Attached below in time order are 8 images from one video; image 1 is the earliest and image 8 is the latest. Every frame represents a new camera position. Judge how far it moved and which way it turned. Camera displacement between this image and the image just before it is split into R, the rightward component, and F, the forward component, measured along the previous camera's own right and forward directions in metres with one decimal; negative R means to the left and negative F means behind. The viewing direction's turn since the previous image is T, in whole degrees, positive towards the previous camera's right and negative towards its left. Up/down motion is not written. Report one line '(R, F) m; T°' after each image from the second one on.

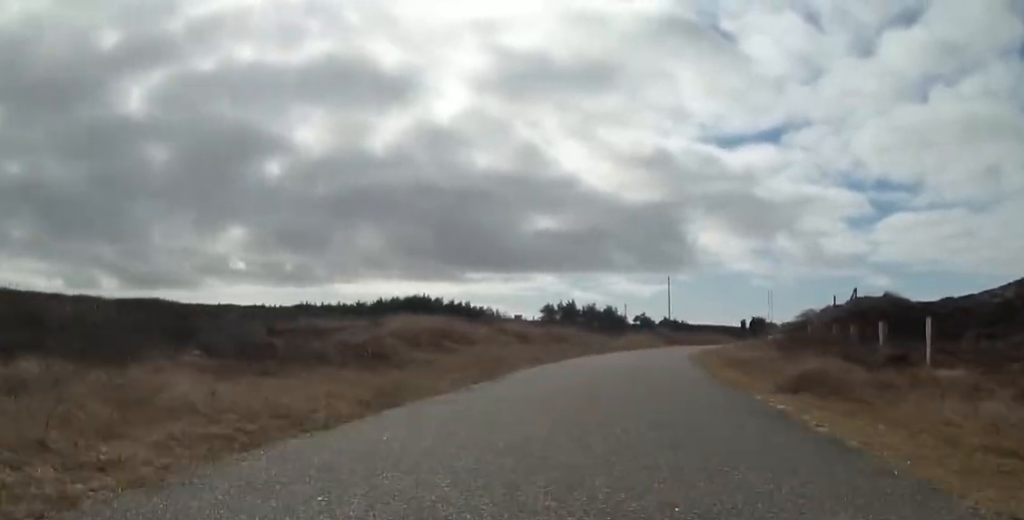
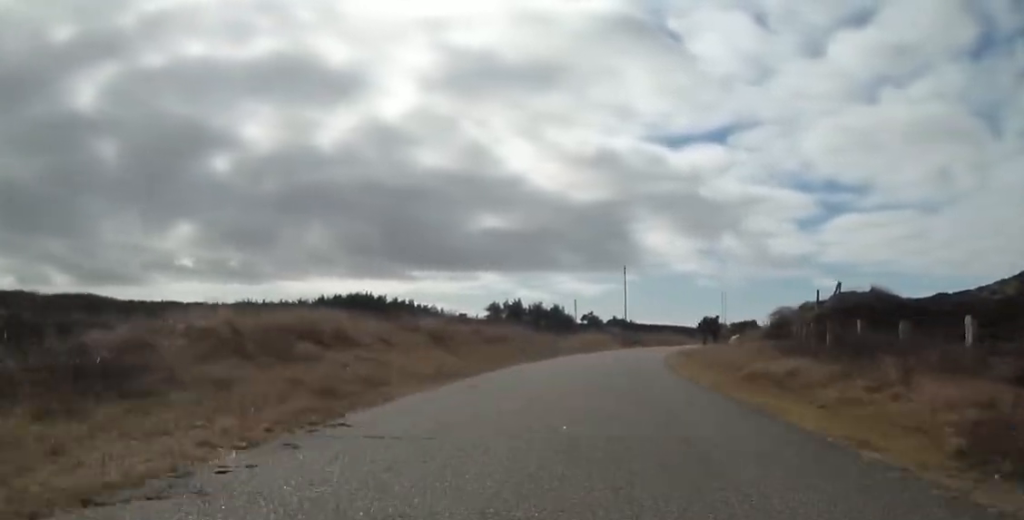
(0.0, +5.3) m; +6°
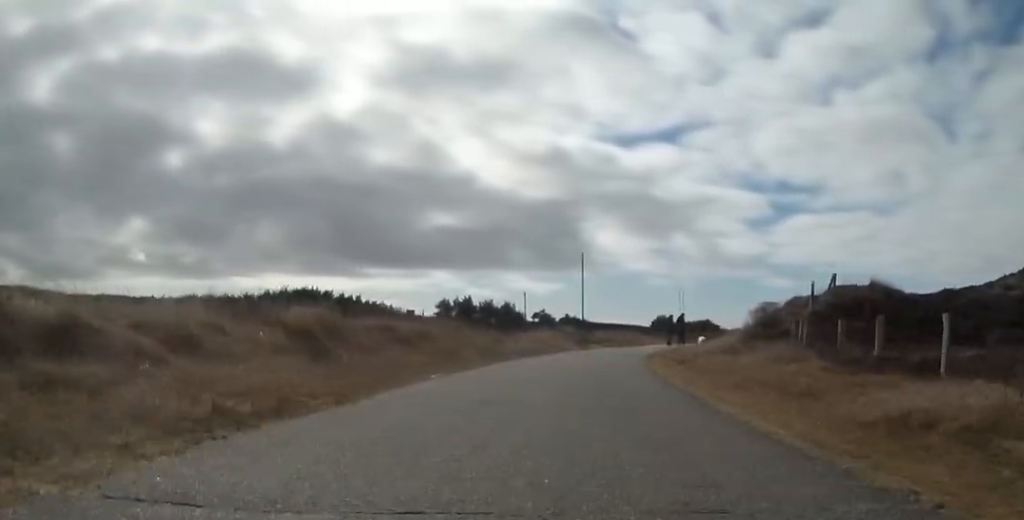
(+0.6, +5.4) m; 0°
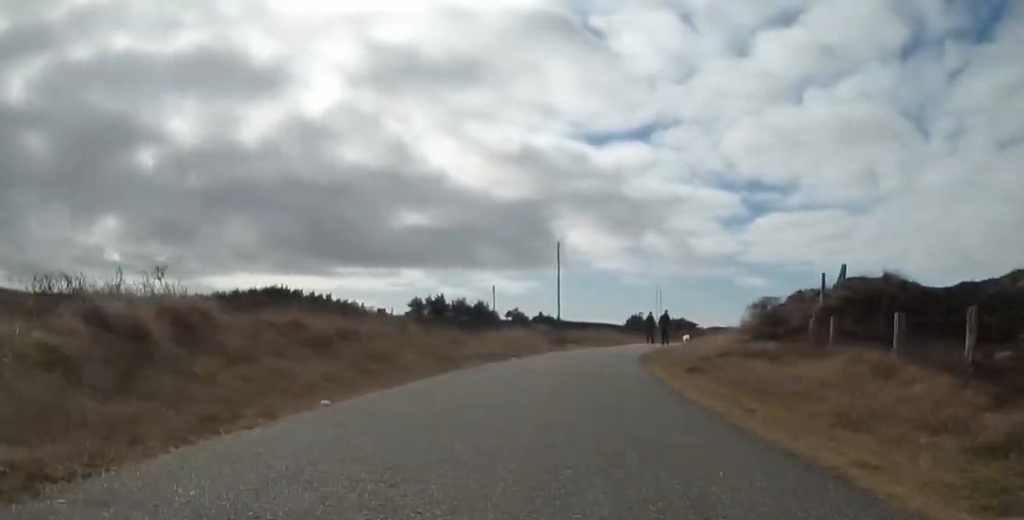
(-0.2, +3.8) m; 0°
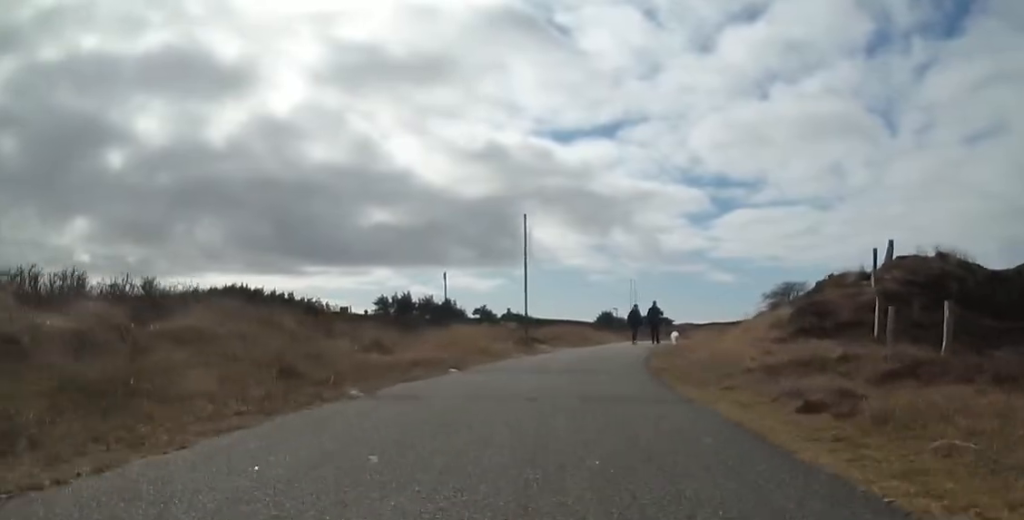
(-0.1, +6.3) m; +2°
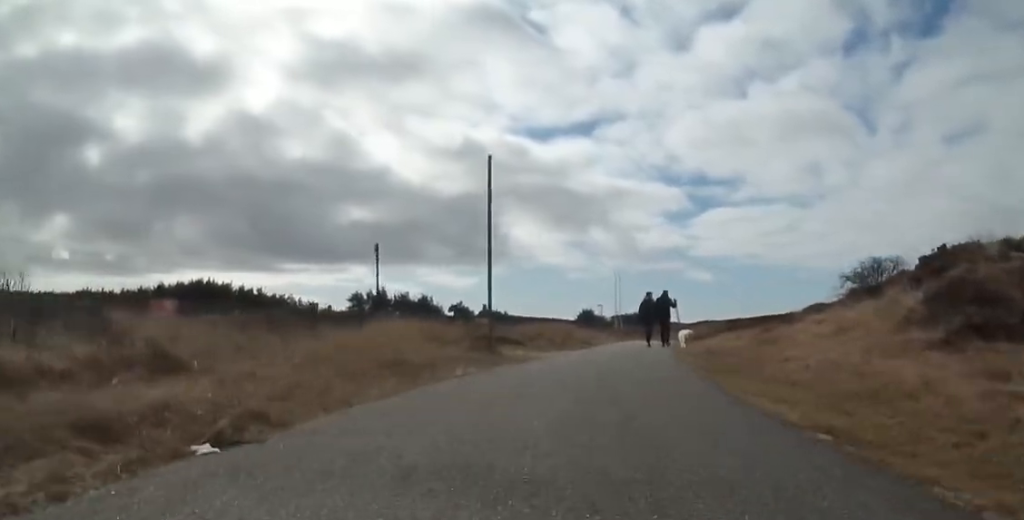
(+0.5, +7.6) m; +4°
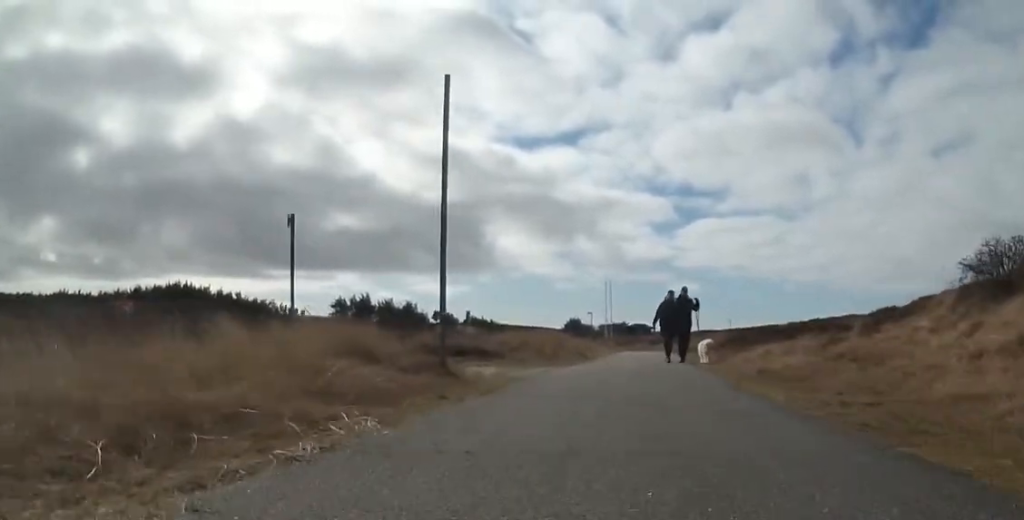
(0.0, +5.2) m; 0°
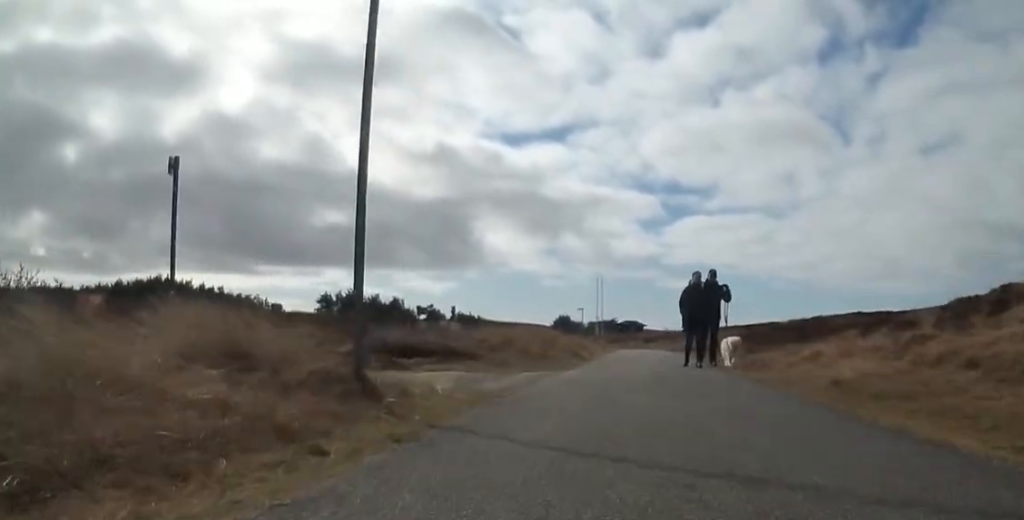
(0.0, +3.9) m; 0°
